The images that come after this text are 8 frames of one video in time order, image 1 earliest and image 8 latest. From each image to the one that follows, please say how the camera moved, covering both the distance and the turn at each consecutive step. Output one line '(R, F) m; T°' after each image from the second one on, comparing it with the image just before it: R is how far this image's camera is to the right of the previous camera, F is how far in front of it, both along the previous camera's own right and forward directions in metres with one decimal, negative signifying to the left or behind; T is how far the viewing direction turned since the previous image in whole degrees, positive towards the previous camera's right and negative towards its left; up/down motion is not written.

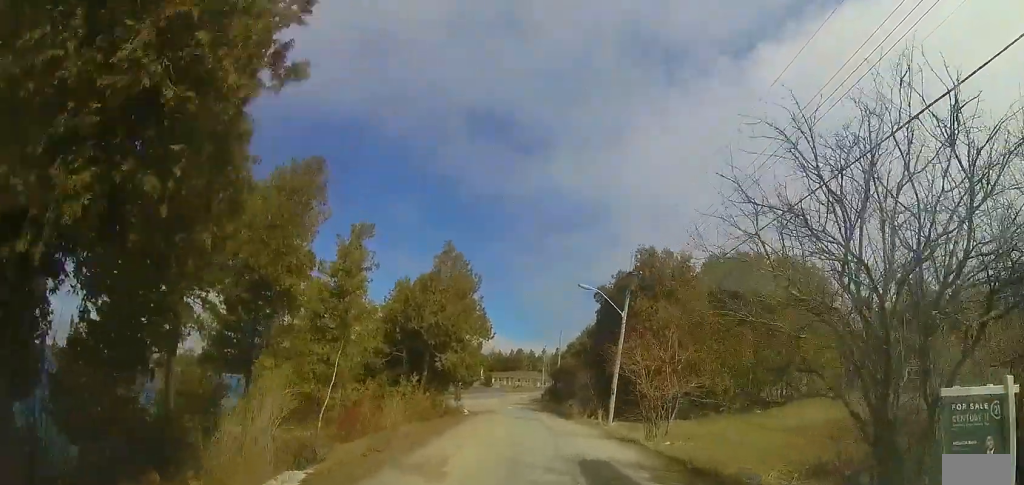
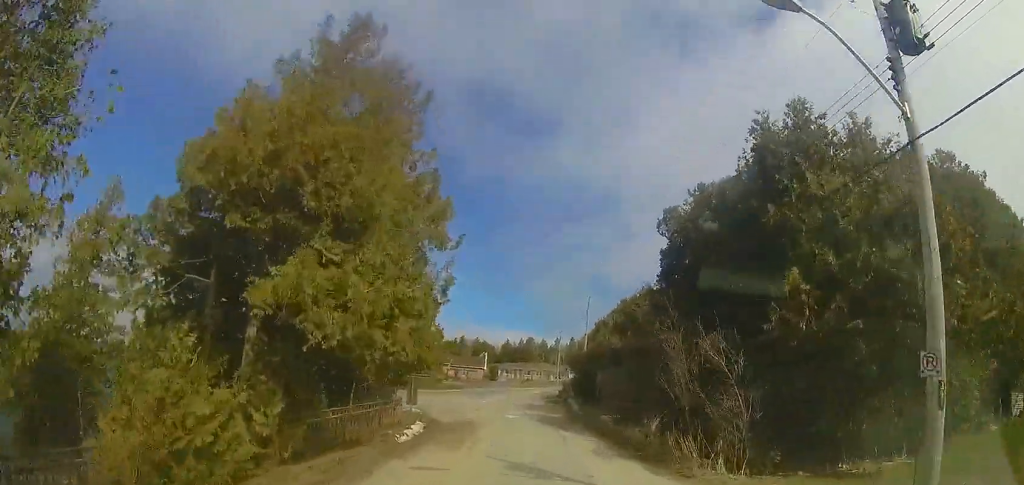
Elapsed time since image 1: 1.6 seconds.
(-0.3, +15.1) m; -2°
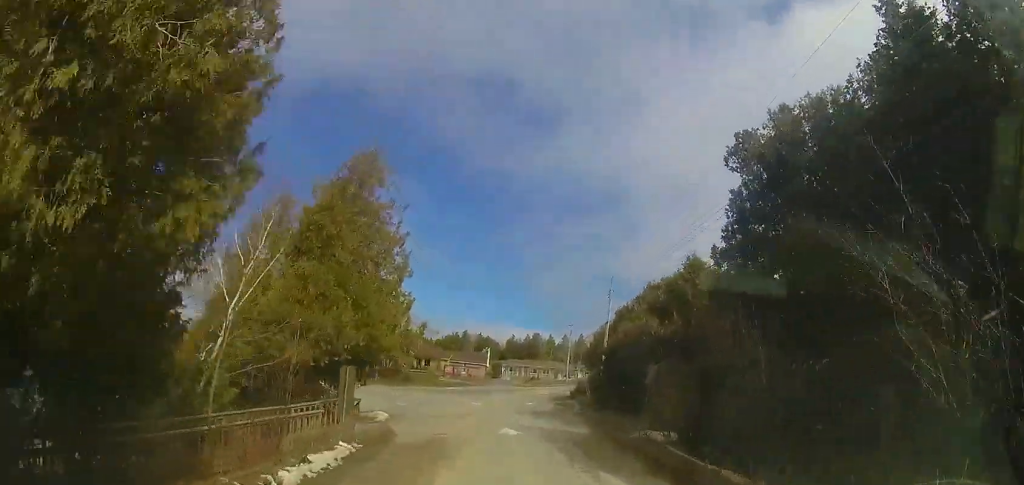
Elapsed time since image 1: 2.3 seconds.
(0.0, +6.8) m; -3°
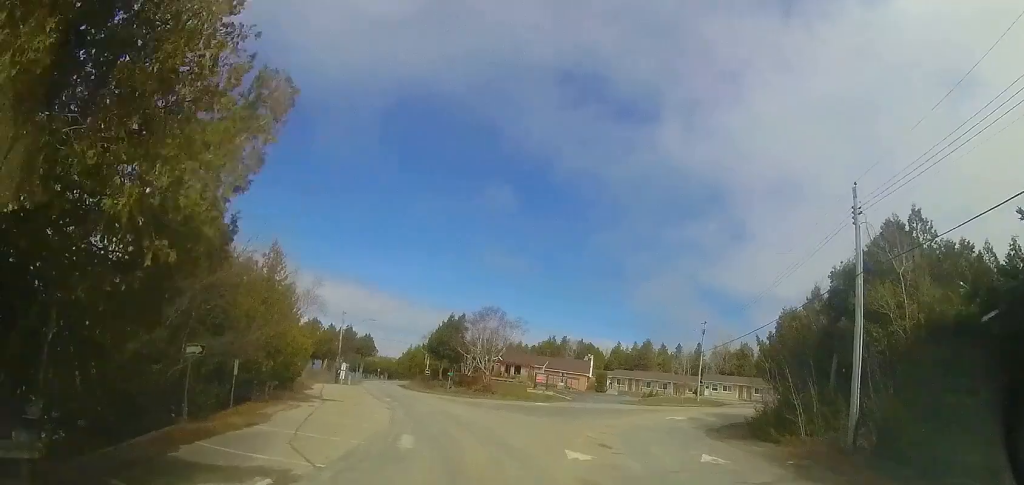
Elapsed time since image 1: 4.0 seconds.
(-2.0, +15.0) m; -19°
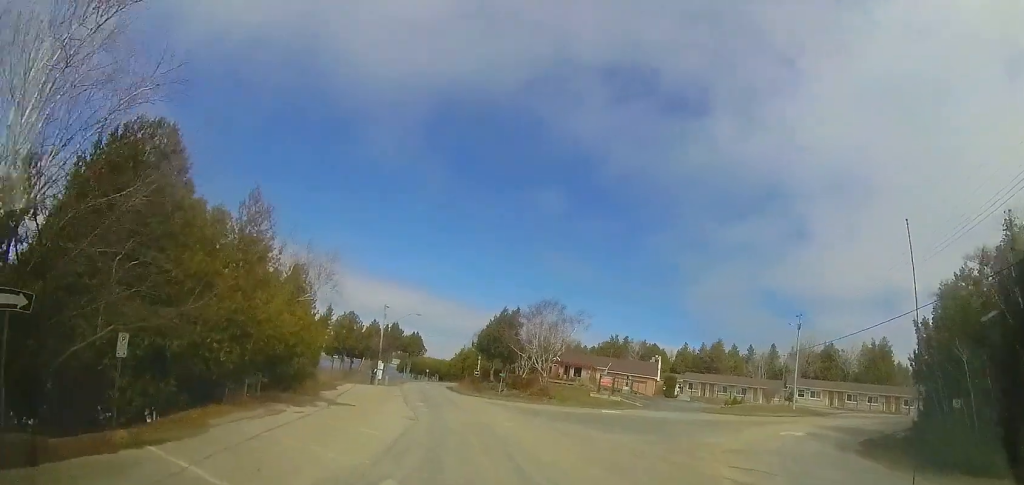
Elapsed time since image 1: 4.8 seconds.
(-0.7, +6.5) m; -7°
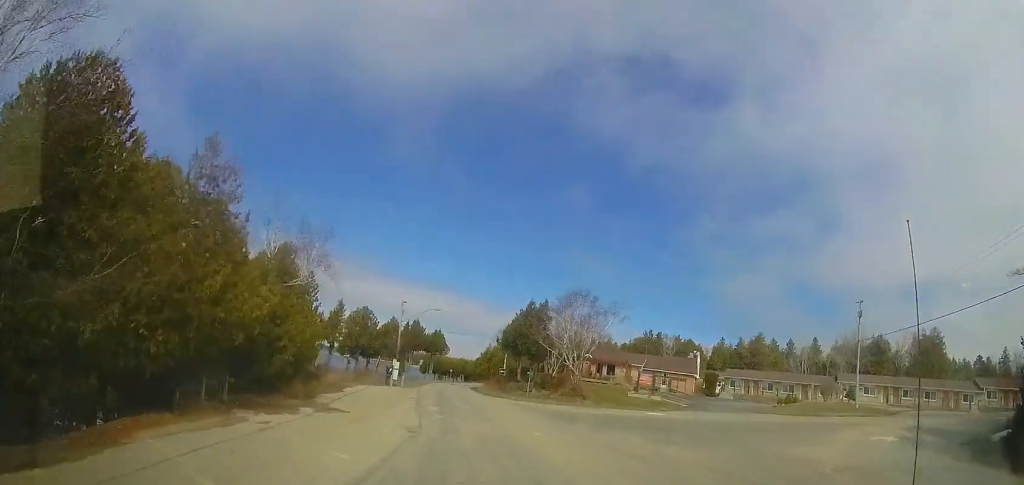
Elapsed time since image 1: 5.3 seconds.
(-0.1, +4.0) m; -3°
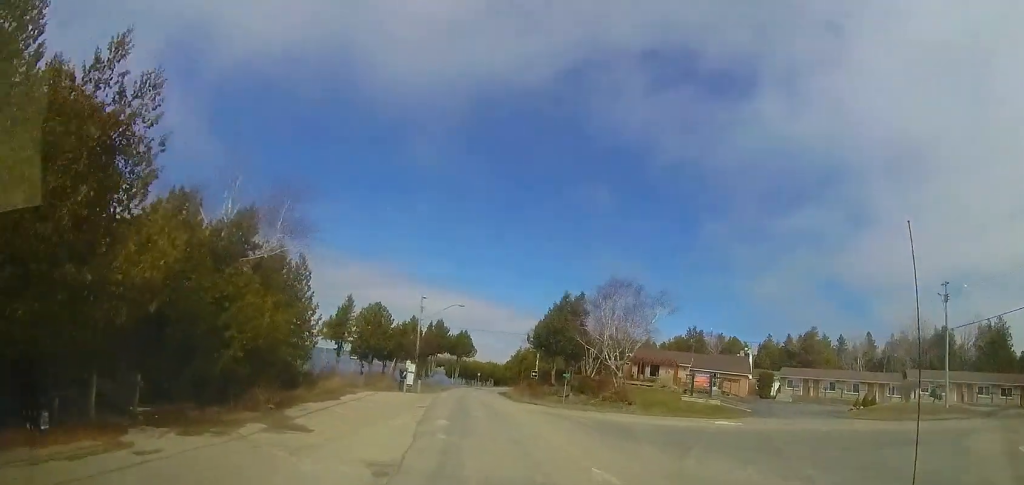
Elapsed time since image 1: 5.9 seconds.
(-0.1, +5.2) m; -3°
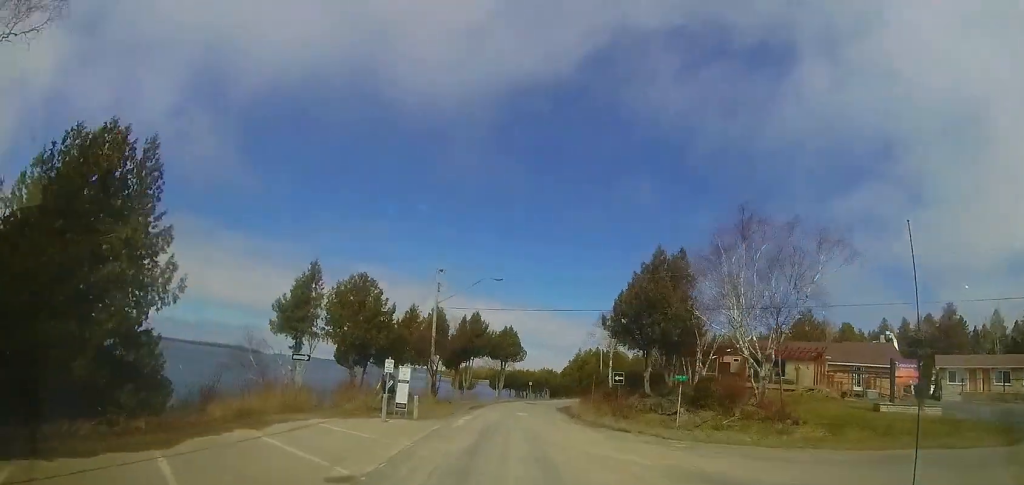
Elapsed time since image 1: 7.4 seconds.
(-0.9, +13.9) m; -4°
